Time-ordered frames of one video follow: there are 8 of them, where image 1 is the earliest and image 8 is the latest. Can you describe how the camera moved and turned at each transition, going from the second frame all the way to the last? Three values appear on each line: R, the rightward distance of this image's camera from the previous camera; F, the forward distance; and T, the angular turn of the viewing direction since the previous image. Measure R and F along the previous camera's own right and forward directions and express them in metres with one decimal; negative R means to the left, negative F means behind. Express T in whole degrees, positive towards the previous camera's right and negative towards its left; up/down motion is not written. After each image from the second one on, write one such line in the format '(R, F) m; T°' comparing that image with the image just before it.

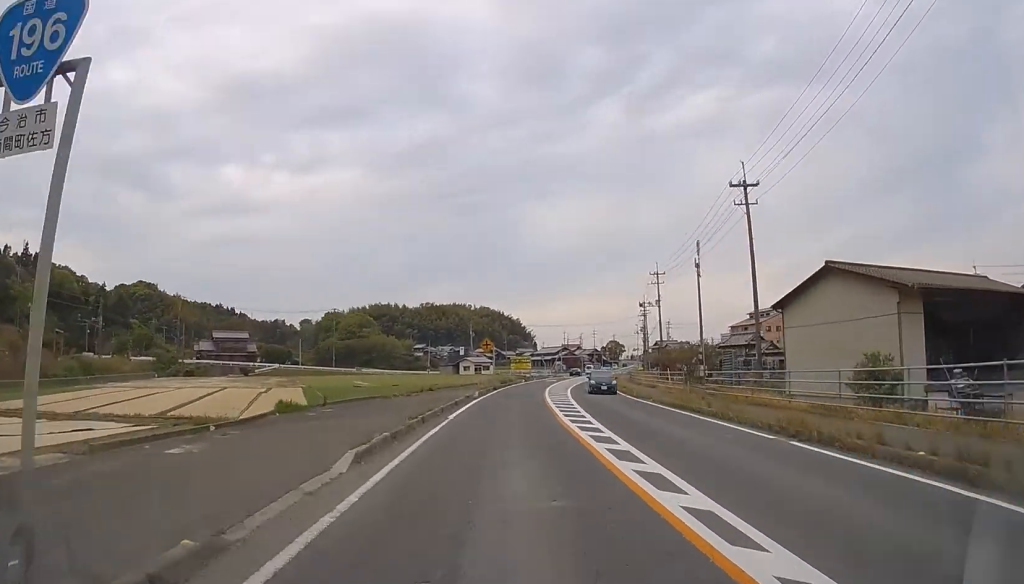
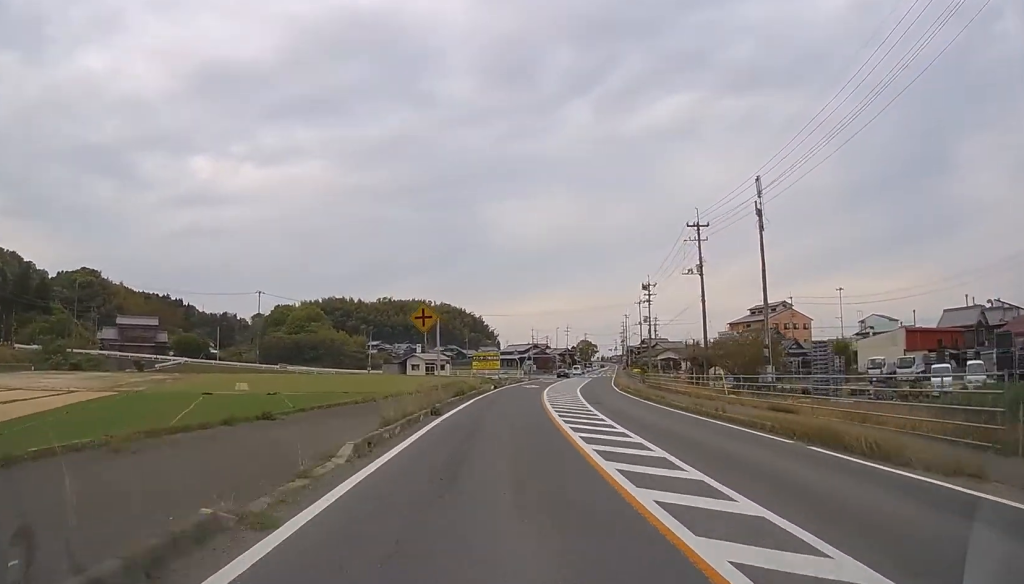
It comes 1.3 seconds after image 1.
(+0.5, +21.3) m; +3°
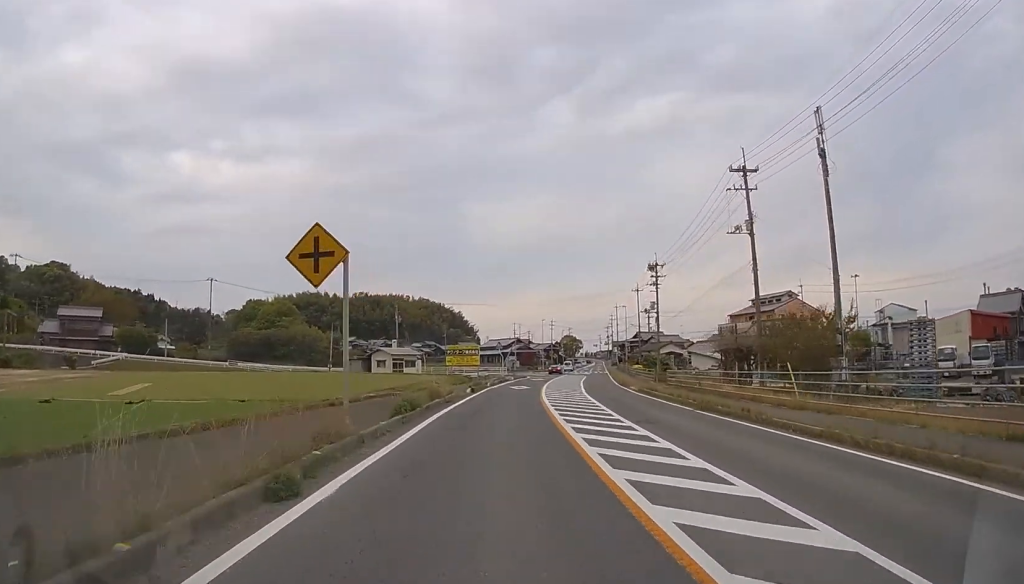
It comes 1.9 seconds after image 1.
(+0.1, +11.1) m; +2°
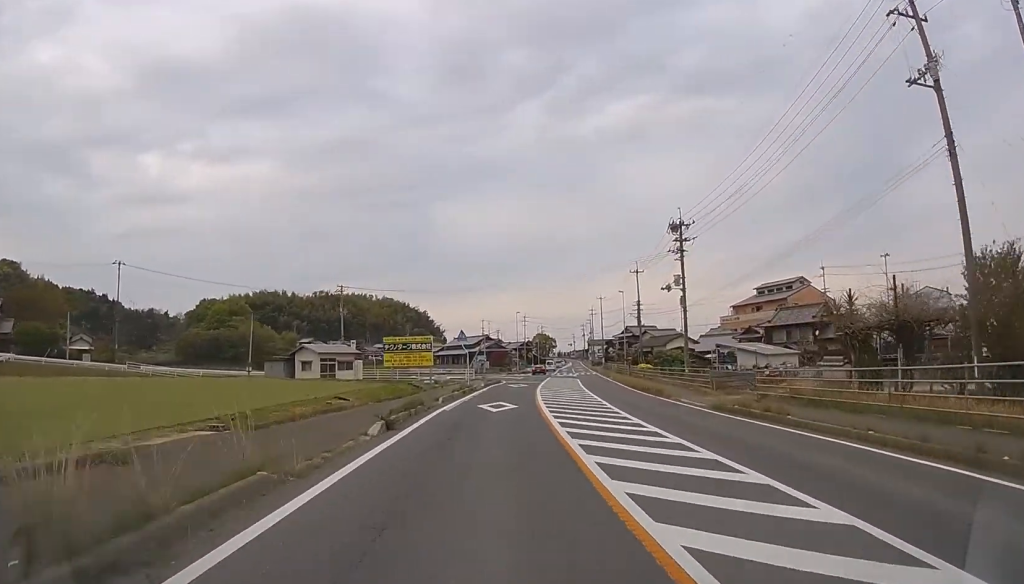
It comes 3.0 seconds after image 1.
(+0.6, +16.9) m; +4°
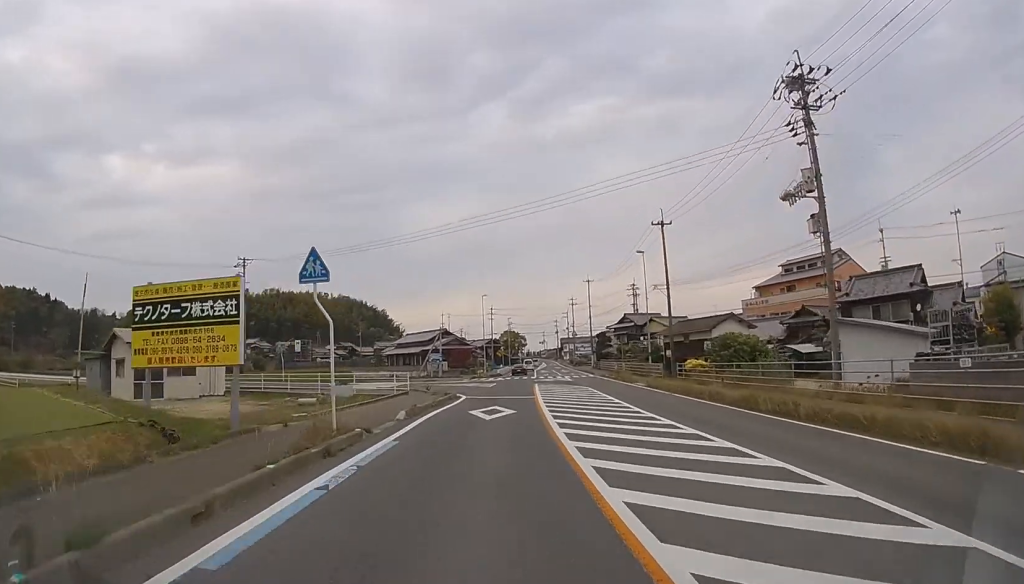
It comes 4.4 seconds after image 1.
(+0.9, +23.2) m; +4°
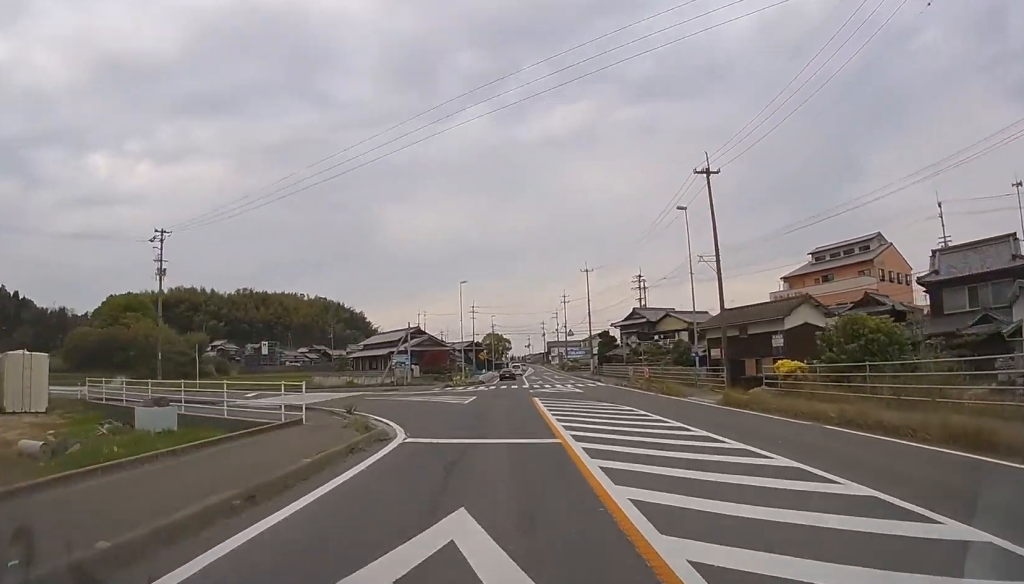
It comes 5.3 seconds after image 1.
(+0.1, +13.2) m; +2°
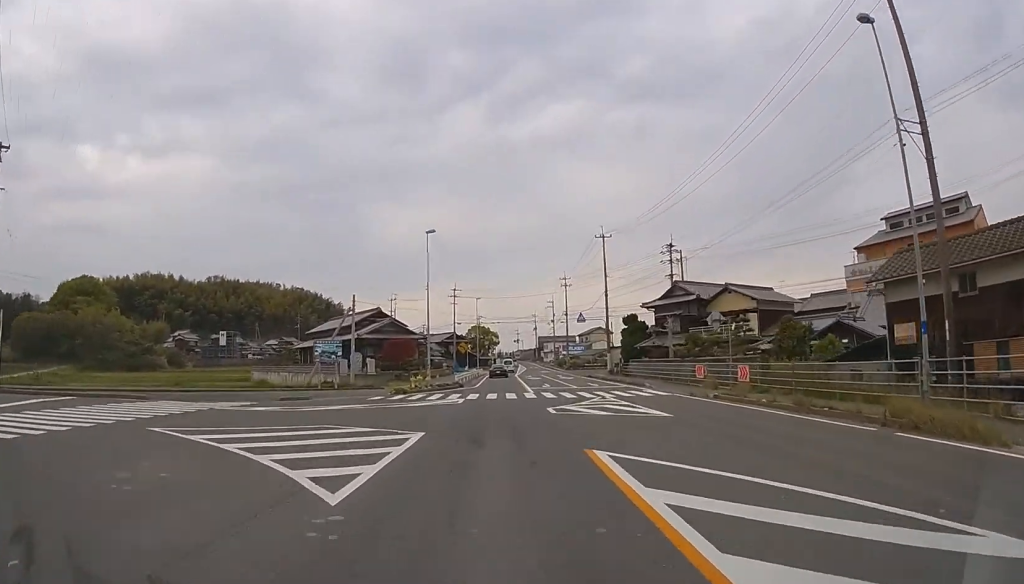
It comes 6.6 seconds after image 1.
(+0.5, +18.8) m; +2°
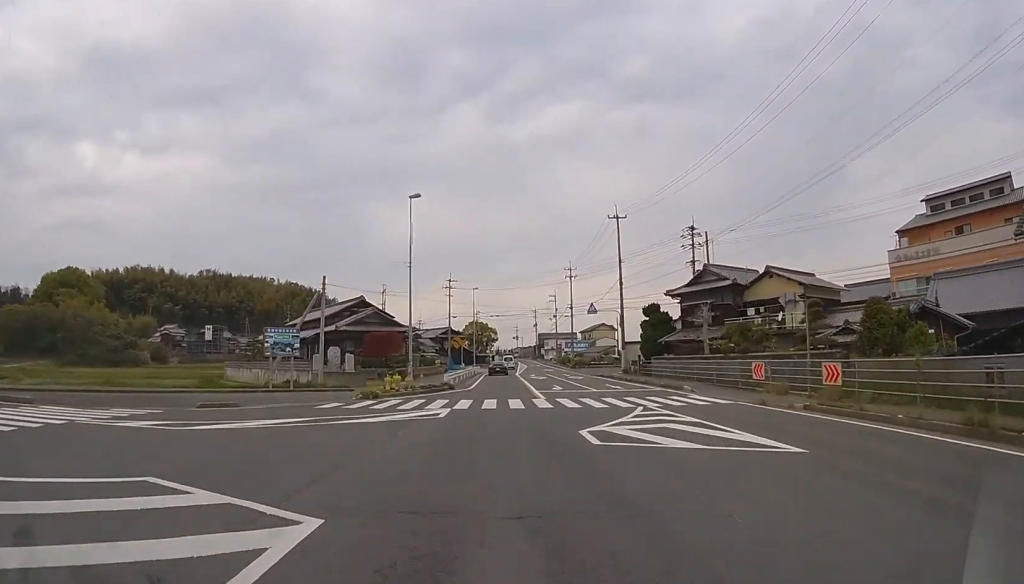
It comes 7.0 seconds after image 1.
(0.0, +6.7) m; 0°
